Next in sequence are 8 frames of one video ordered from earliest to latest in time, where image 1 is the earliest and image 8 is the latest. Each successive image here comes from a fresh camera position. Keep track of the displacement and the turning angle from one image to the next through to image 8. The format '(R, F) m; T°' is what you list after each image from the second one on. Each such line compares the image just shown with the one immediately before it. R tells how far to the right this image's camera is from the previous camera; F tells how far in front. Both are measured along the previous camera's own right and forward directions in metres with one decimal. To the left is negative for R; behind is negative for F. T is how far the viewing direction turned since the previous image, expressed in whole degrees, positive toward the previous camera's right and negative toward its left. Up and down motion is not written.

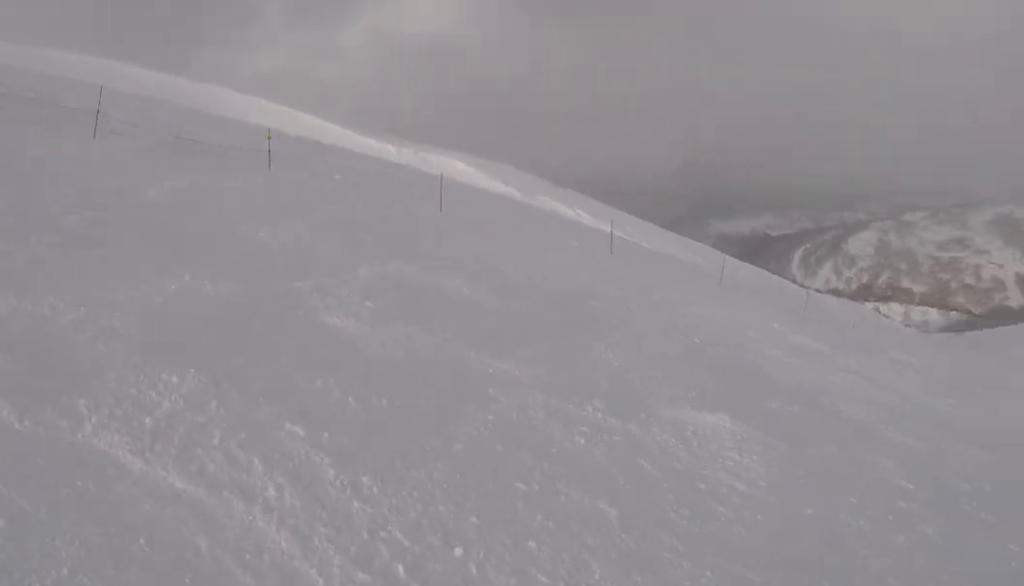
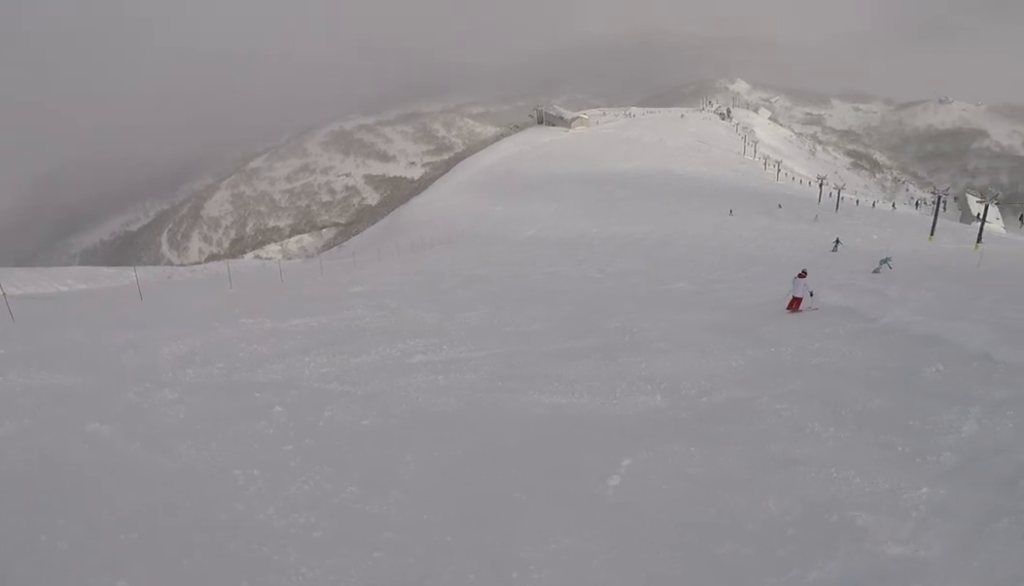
(+4.4, +4.6) m; +98°
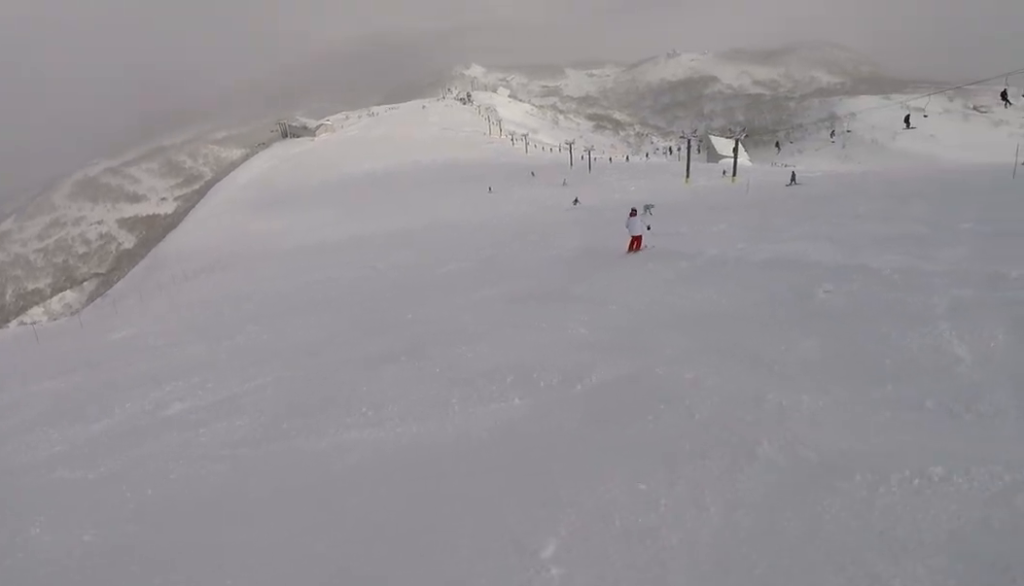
(+0.8, +2.3) m; +20°
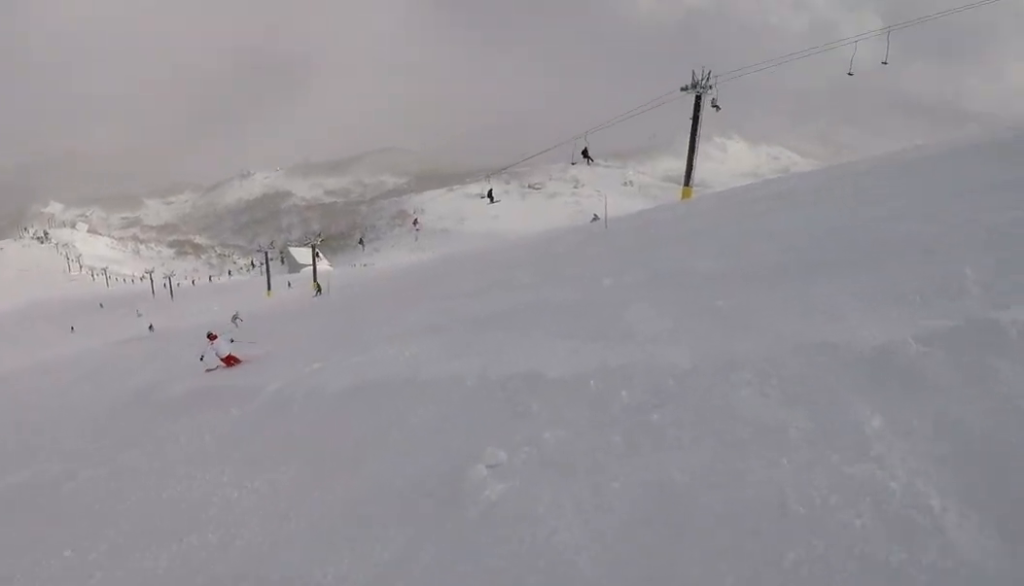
(+1.1, +4.9) m; +2°
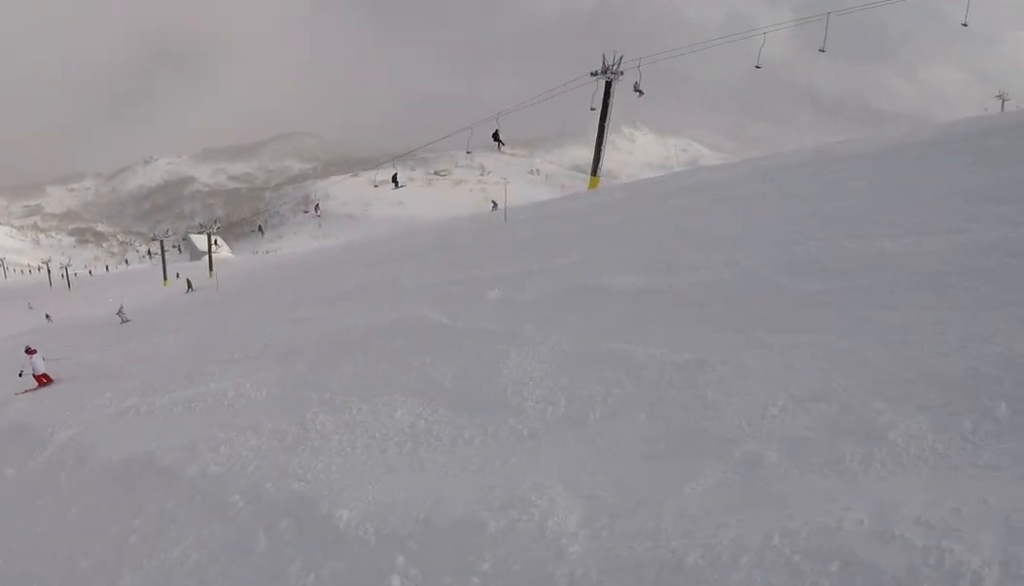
(0.0, +2.4) m; -10°
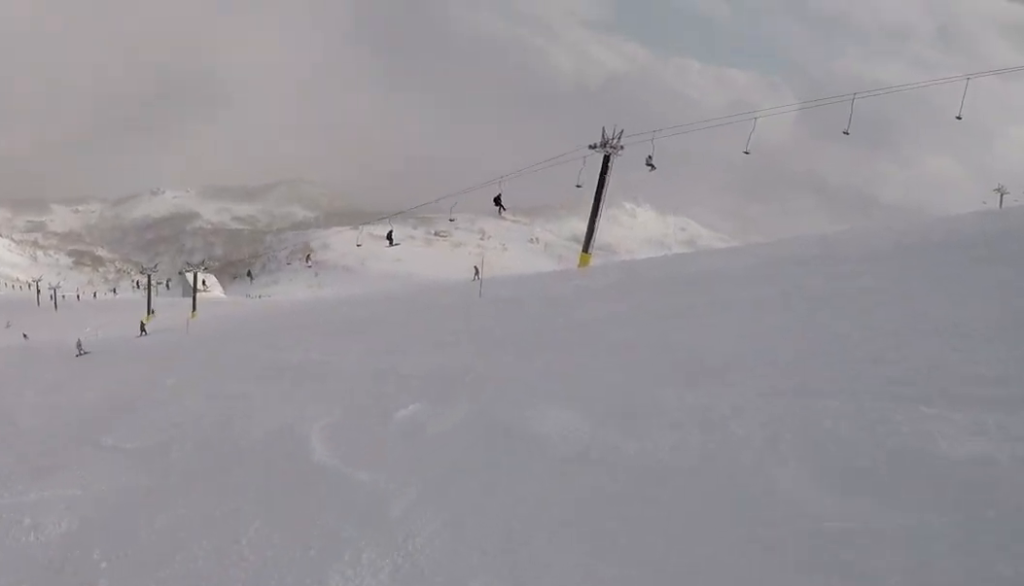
(-0.4, +2.6) m; -20°
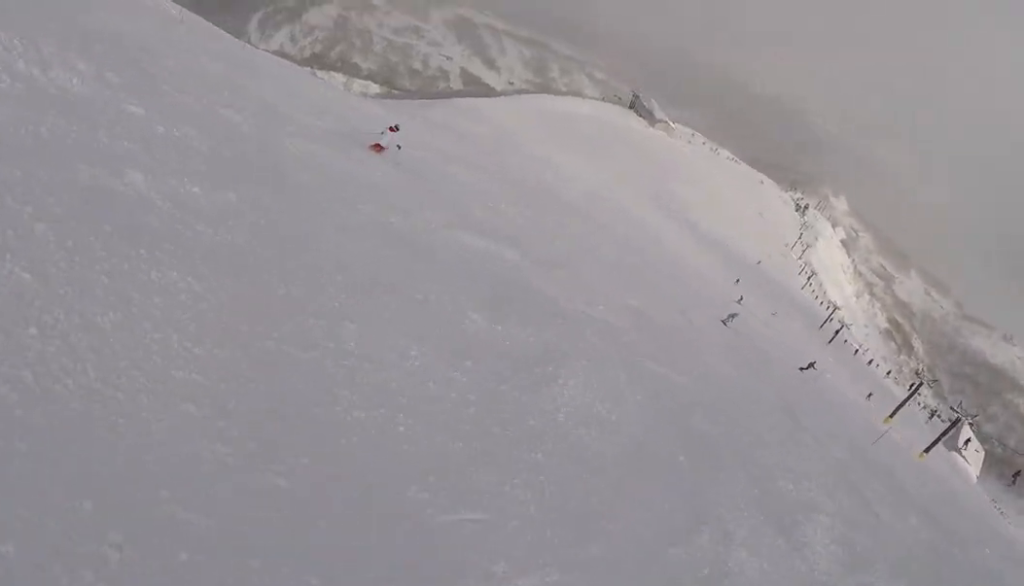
(-4.8, +6.3) m; -61°
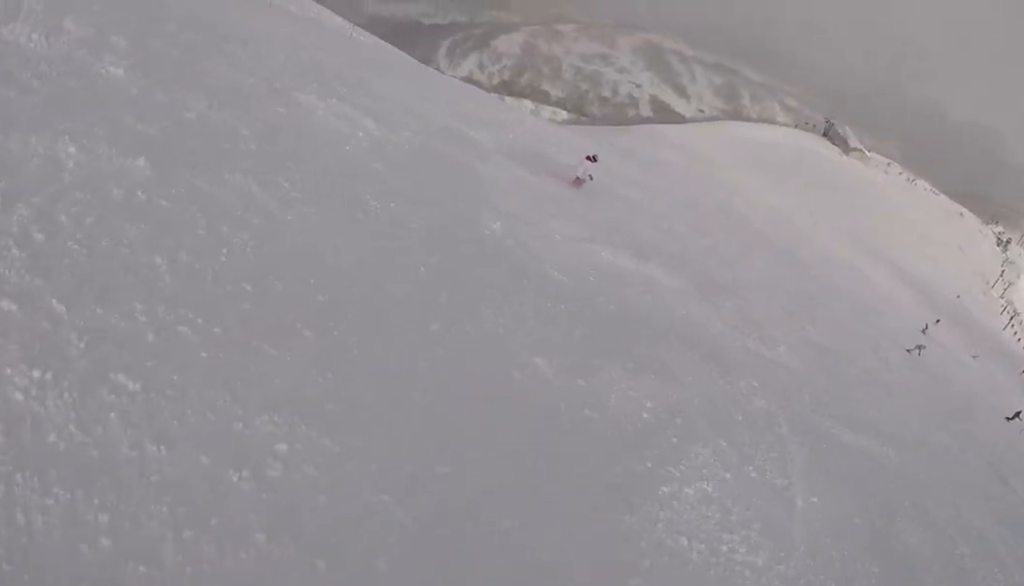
(+0.1, +2.4) m; -13°
